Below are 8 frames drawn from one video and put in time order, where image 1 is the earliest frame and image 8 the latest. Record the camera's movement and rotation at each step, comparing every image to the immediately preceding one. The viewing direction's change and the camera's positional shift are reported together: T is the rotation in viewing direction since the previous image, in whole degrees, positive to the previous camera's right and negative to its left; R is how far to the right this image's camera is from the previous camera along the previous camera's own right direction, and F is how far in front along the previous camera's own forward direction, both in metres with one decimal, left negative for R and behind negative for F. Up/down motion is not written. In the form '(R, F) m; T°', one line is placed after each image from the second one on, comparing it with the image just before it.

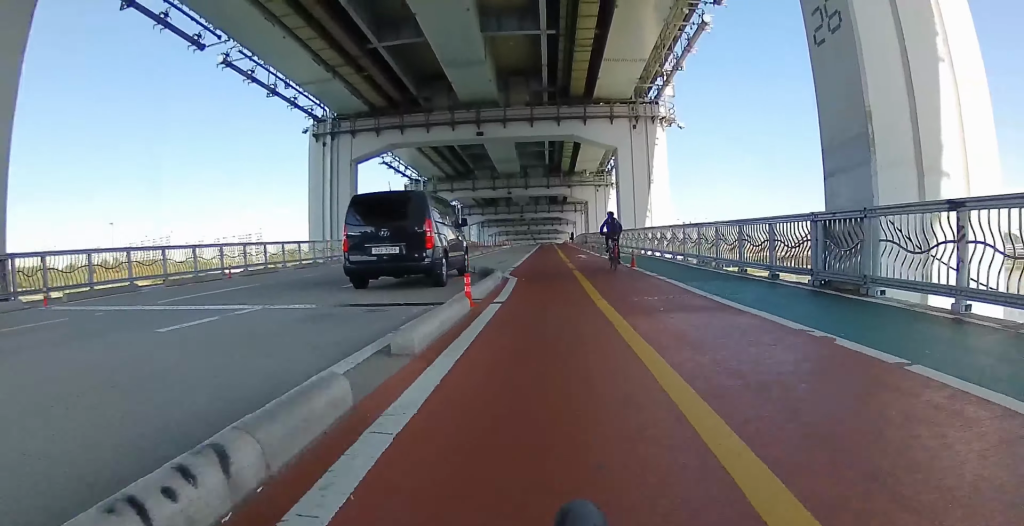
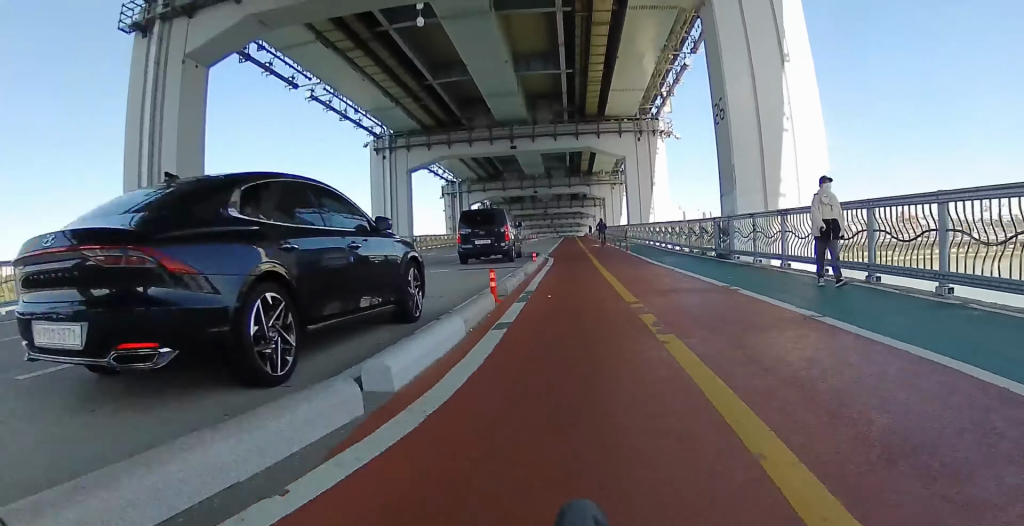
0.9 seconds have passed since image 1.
(0.0, +8.8) m; -1°
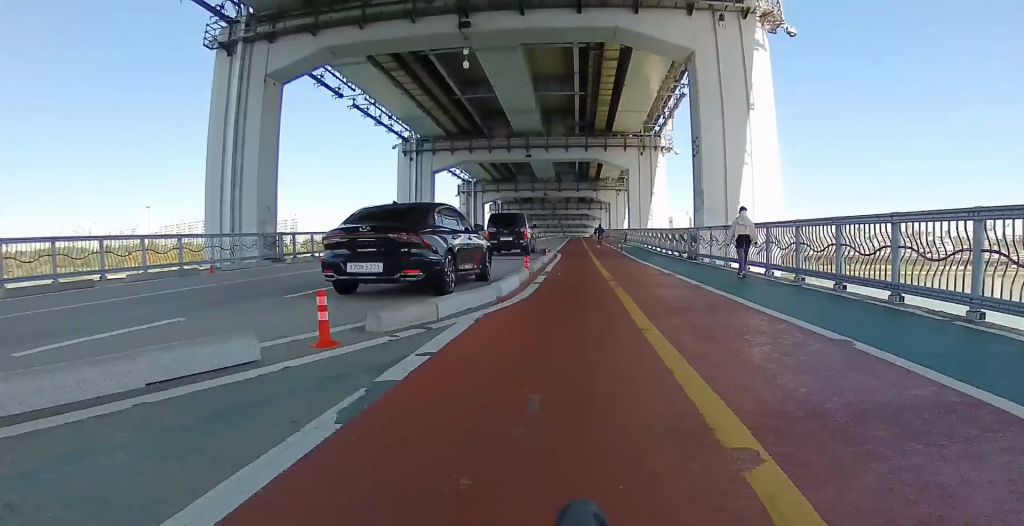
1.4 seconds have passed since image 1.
(-0.1, +5.3) m; +1°
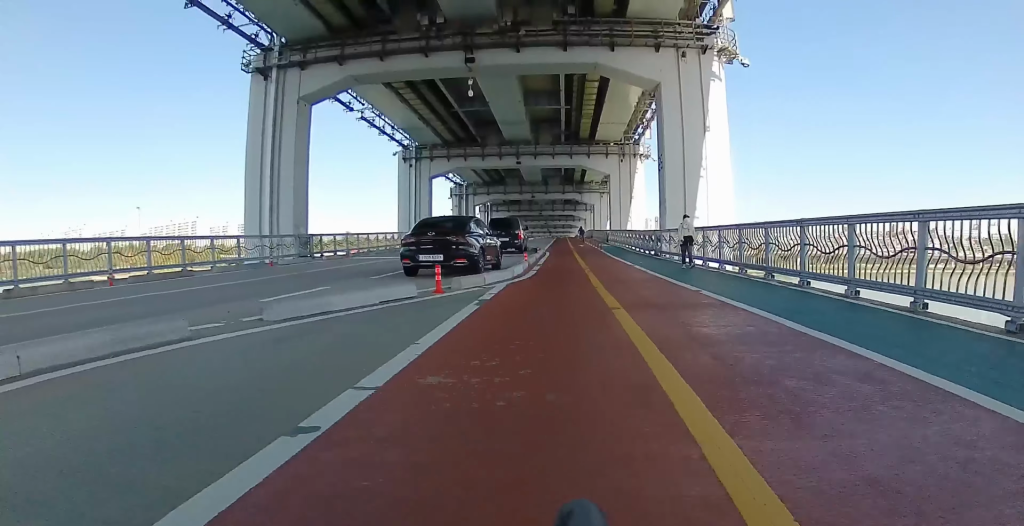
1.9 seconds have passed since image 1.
(-0.1, +5.0) m; 0°
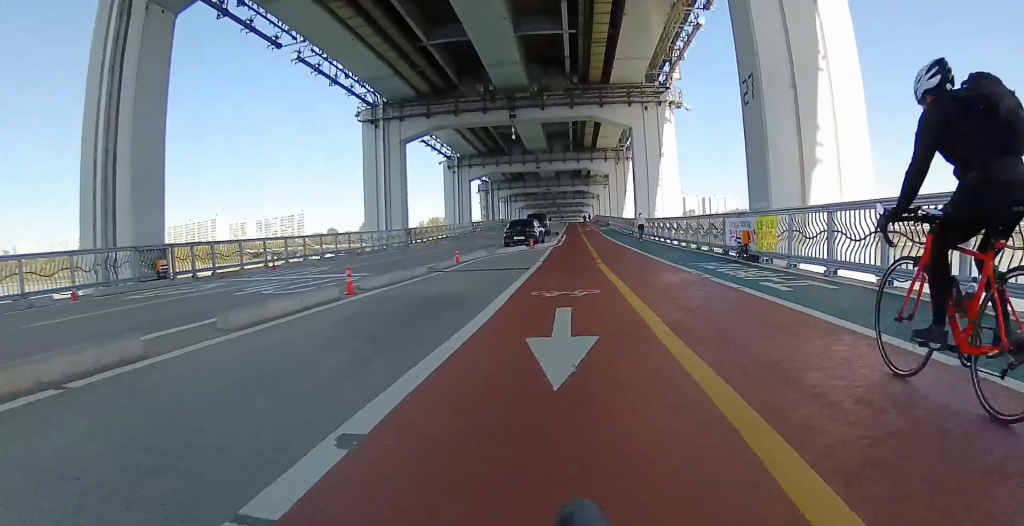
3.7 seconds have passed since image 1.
(+0.1, +17.9) m; -1°
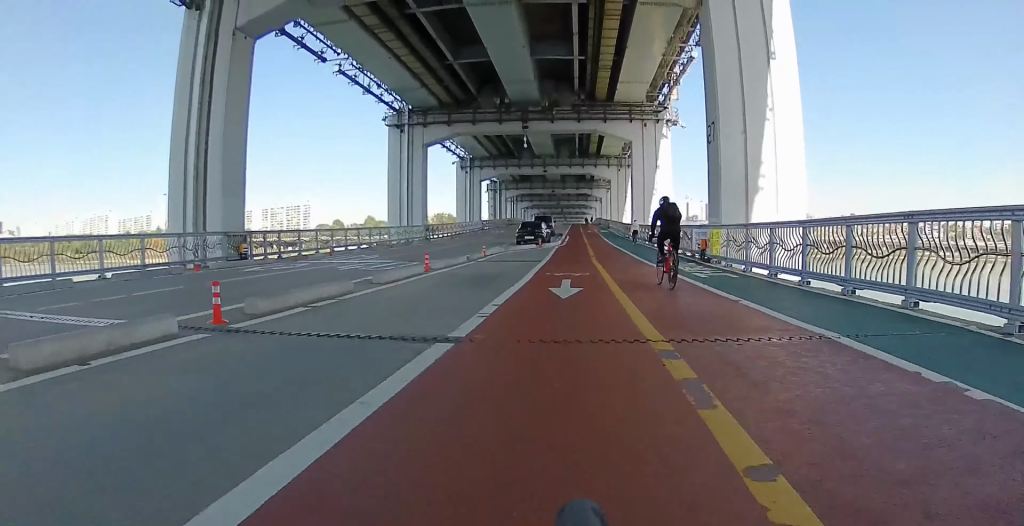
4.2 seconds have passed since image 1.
(0.0, +5.5) m; 0°
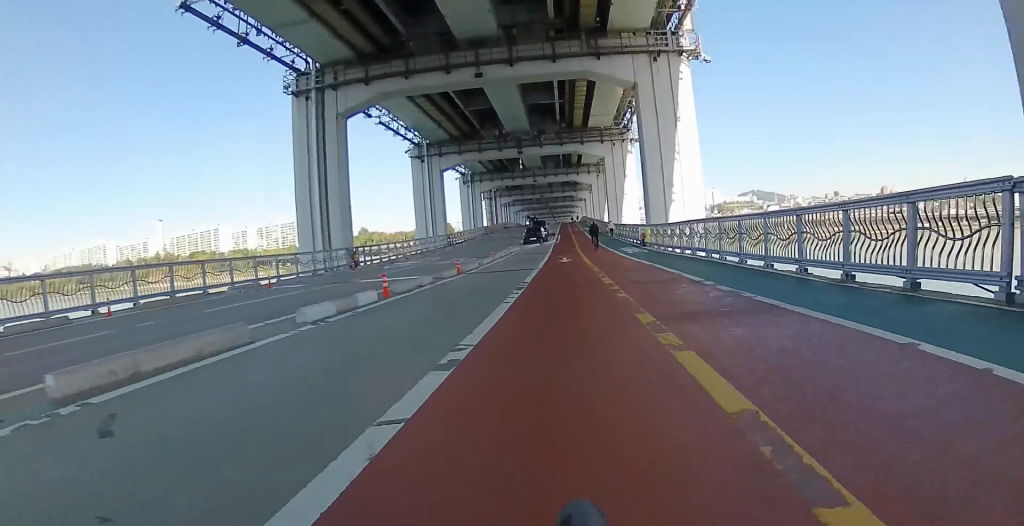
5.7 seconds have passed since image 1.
(+0.3, +15.0) m; 0°
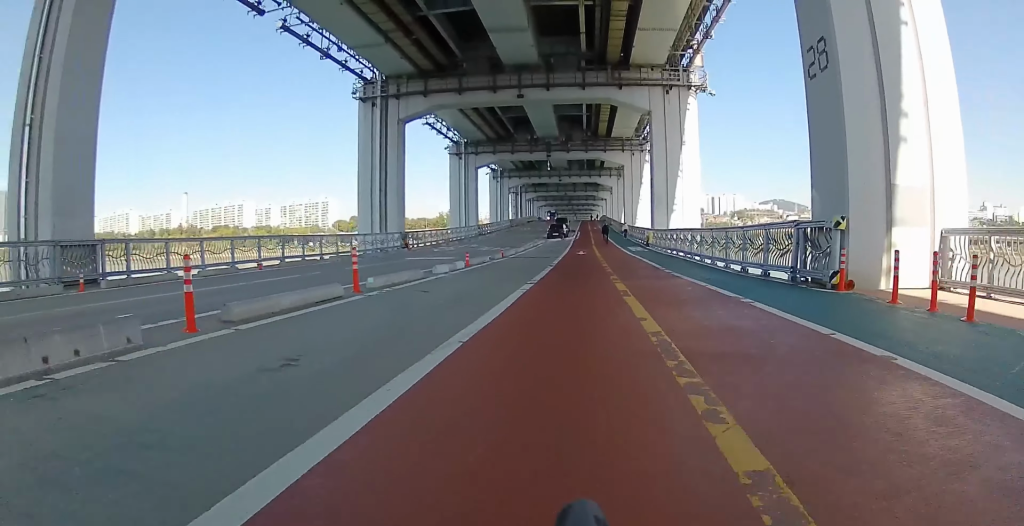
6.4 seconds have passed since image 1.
(-0.2, +7.7) m; -1°
